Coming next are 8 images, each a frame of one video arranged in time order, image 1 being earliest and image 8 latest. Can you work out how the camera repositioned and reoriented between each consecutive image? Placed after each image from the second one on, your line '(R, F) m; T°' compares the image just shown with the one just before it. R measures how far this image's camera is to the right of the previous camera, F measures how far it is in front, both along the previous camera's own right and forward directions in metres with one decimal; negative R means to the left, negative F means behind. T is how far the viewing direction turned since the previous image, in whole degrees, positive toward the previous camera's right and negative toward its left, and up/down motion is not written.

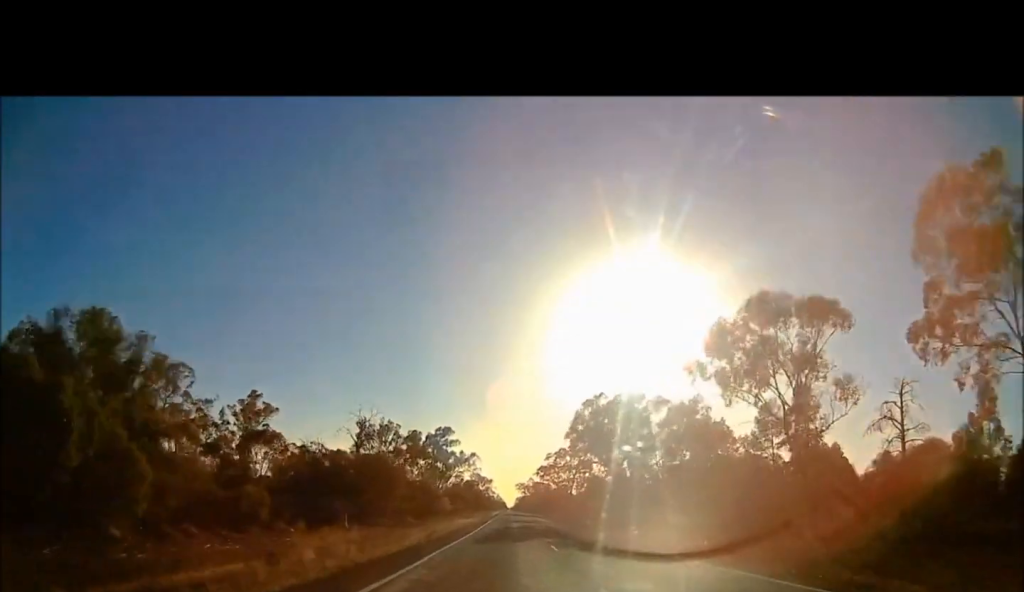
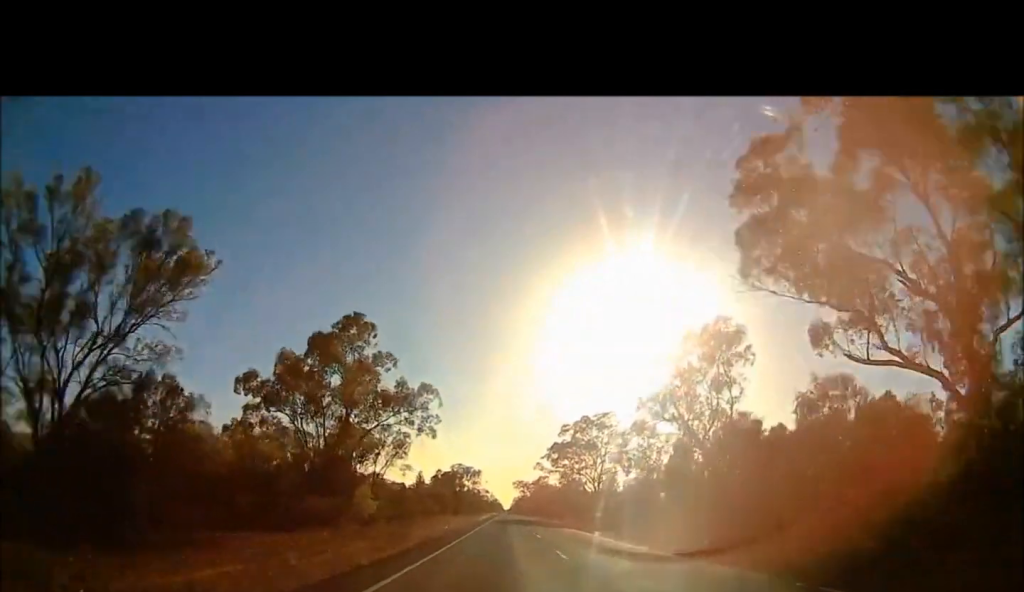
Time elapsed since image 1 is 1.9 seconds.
(+0.8, +59.3) m; -1°
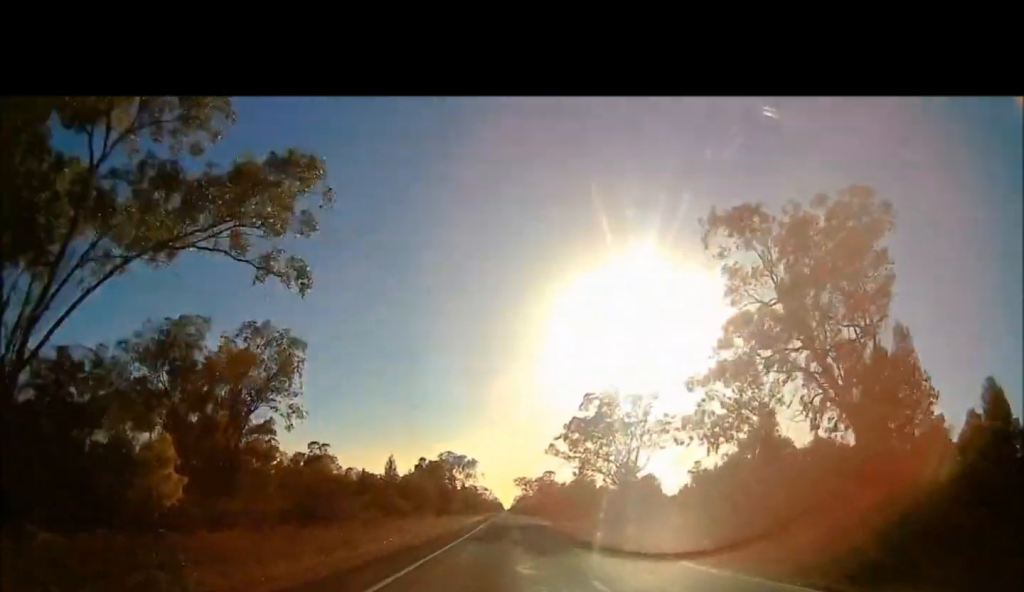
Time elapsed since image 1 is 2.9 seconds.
(-0.8, +24.8) m; -2°
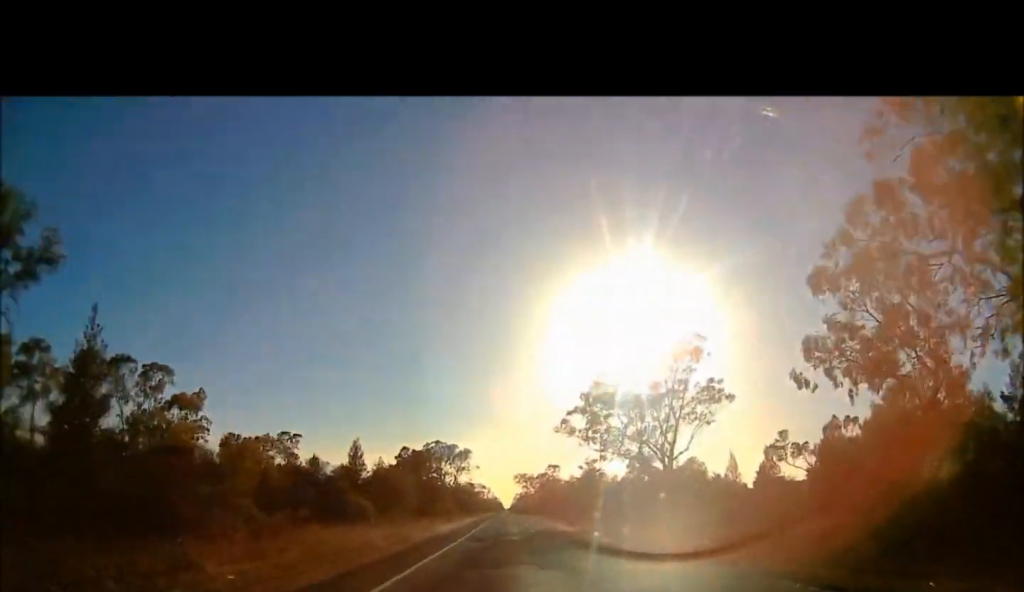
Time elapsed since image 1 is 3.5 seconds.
(-0.7, +15.4) m; 0°
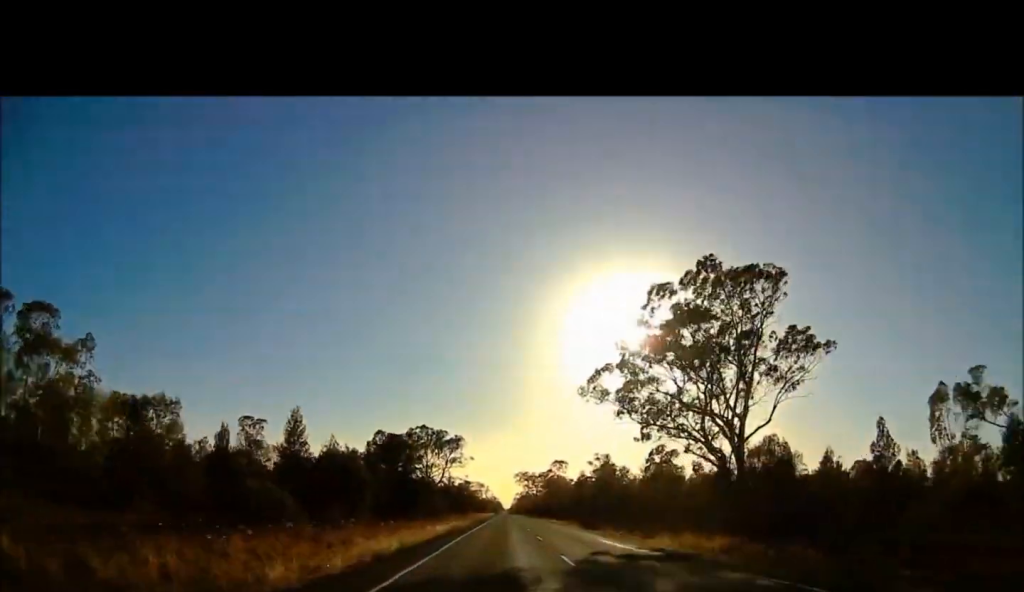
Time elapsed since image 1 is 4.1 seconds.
(+0.8, +18.3) m; +2°
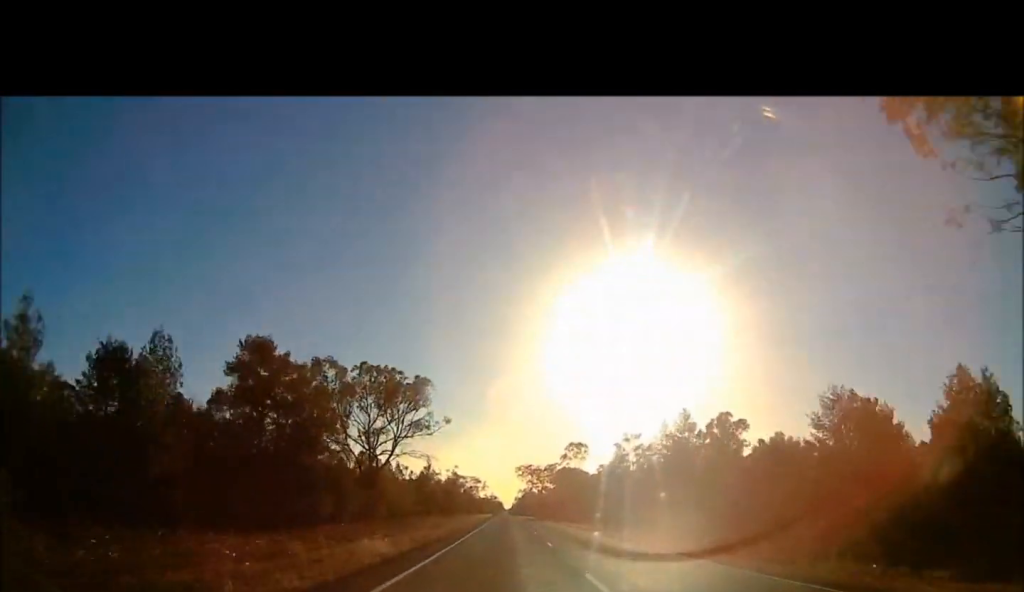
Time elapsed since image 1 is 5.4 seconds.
(+0.5, +38.2) m; +1°
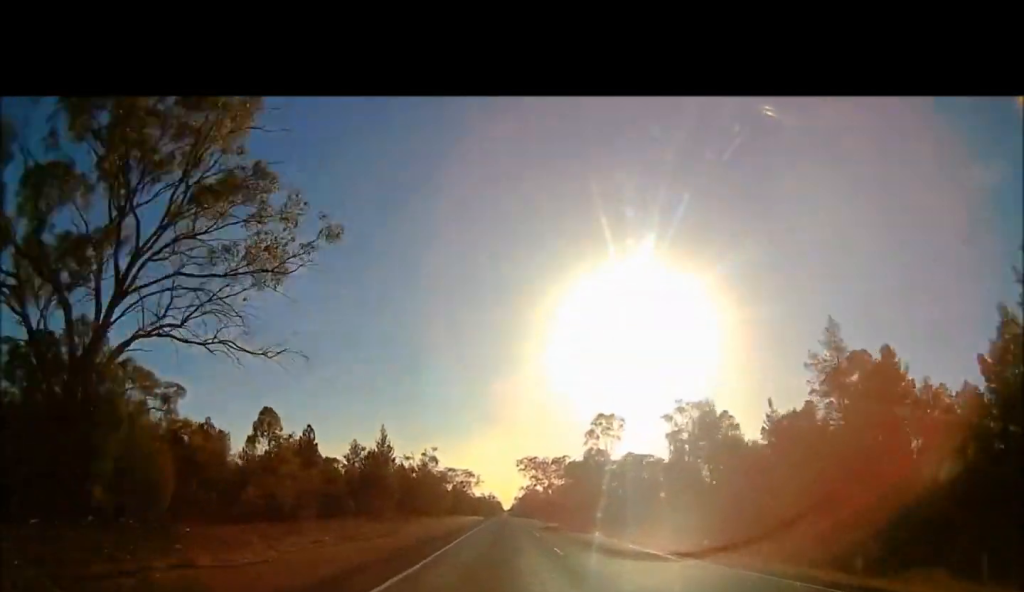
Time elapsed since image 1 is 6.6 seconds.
(0.0, +40.8) m; 0°
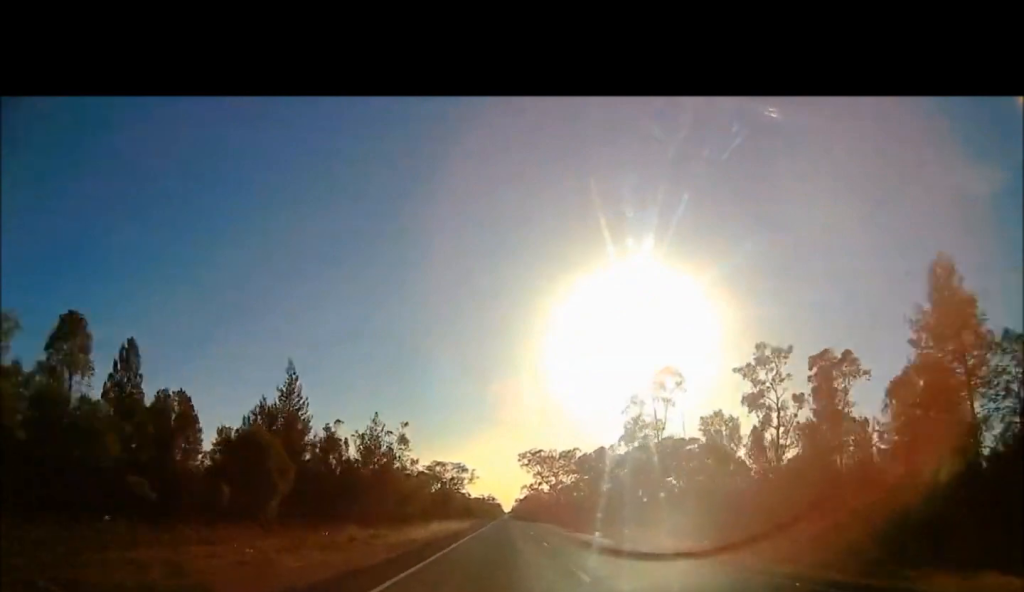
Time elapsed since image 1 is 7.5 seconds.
(0.0, +32.0) m; 0°
